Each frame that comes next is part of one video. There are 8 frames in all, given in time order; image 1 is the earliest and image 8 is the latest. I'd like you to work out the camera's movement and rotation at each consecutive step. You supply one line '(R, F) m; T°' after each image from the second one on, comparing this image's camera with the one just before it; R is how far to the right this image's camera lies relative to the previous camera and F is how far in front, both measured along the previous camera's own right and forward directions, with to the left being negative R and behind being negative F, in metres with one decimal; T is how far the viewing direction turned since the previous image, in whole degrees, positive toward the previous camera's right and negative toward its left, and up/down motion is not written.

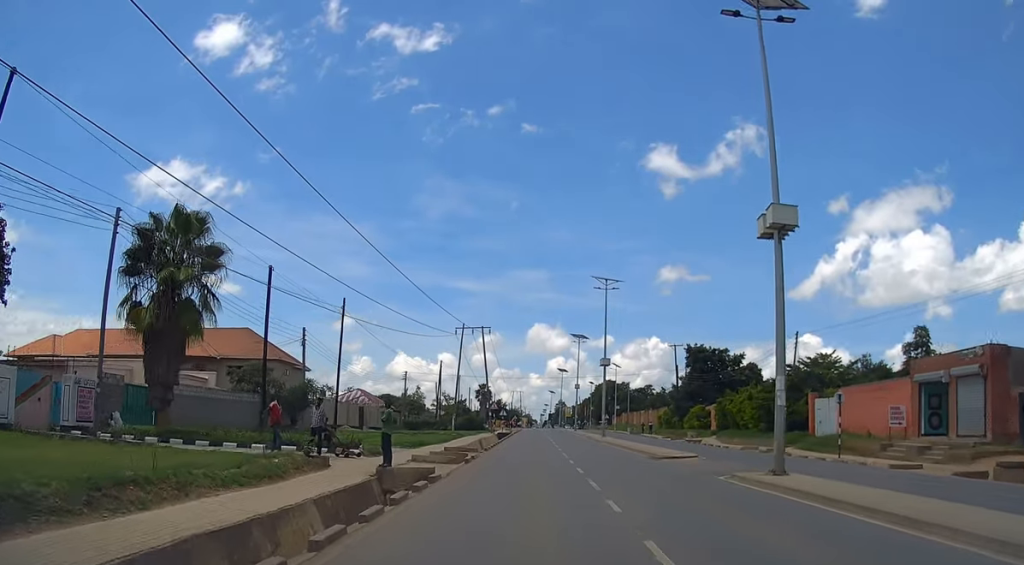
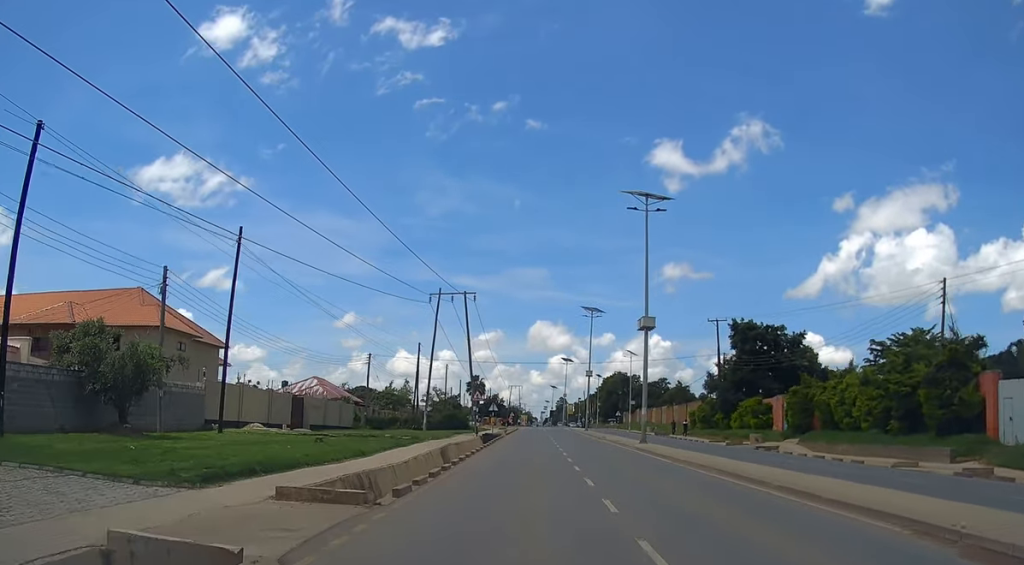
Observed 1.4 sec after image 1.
(-0.3, +20.3) m; 0°
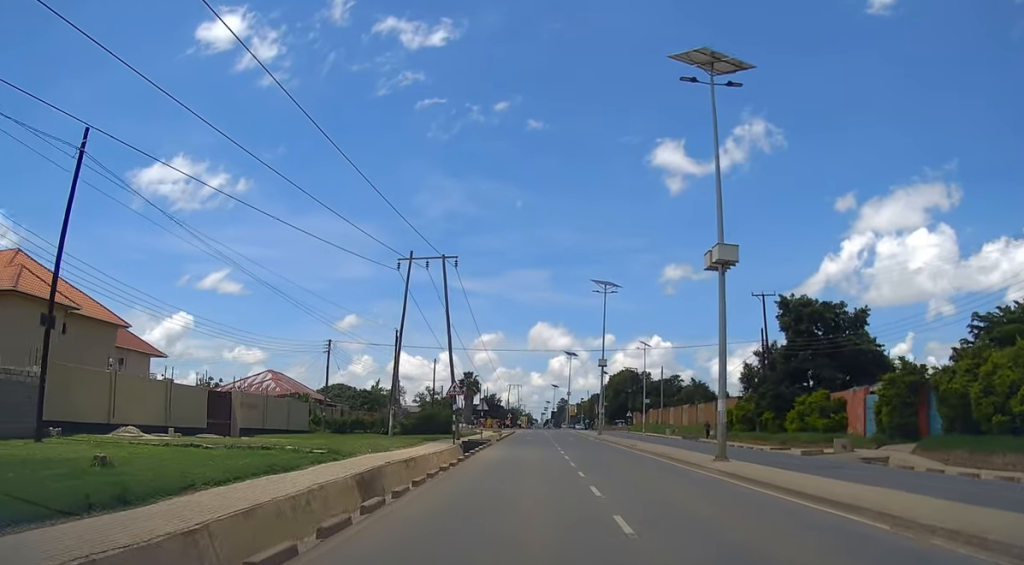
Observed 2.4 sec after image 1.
(+0.3, +14.1) m; 0°
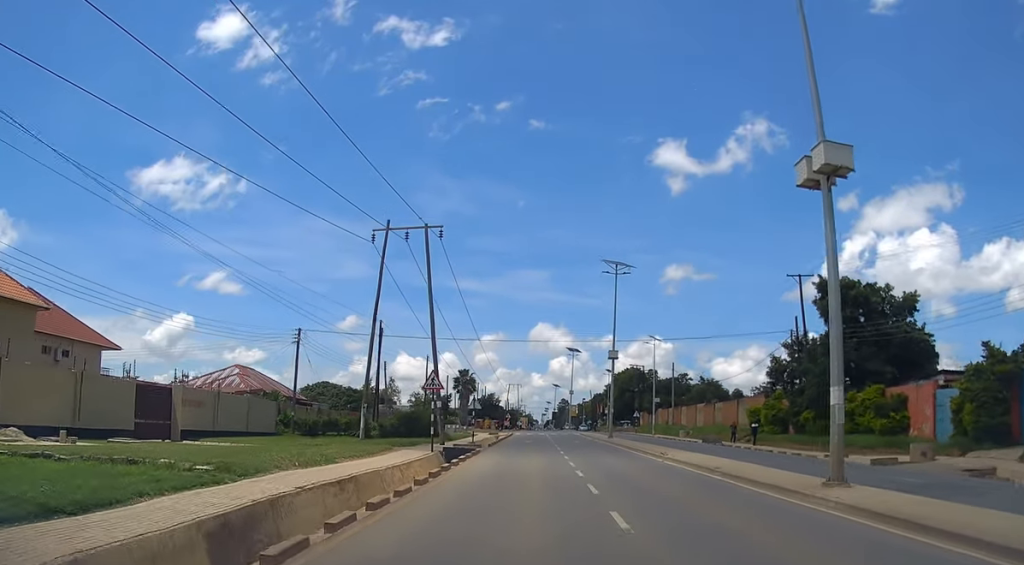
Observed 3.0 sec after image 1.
(-0.1, +7.7) m; 0°
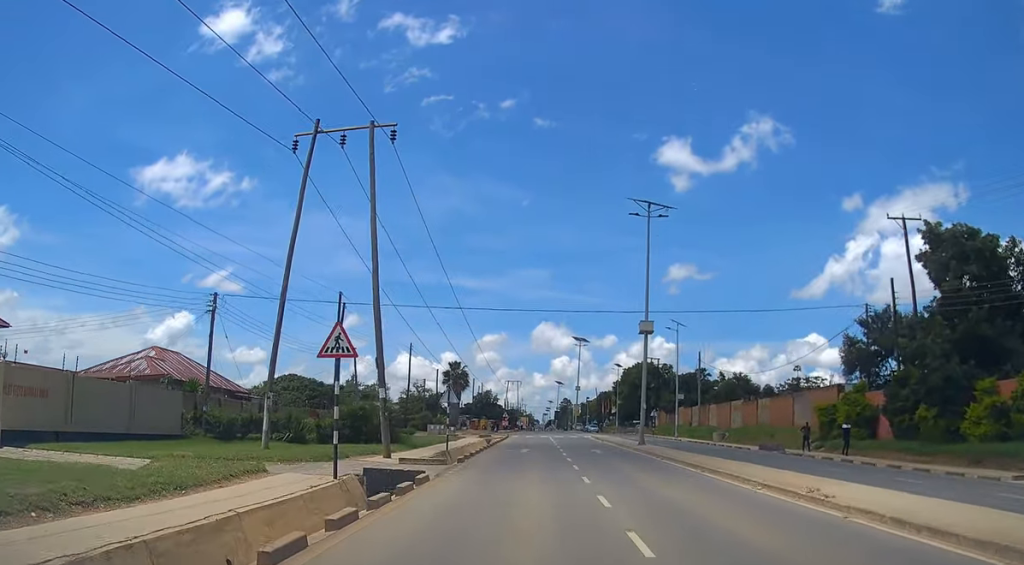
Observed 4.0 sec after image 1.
(-0.1, +14.1) m; 0°
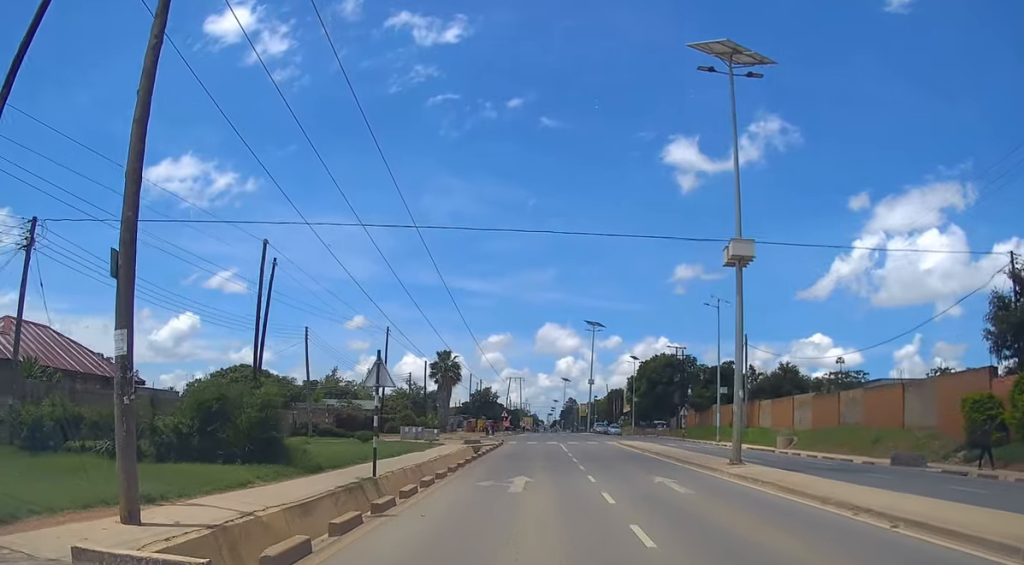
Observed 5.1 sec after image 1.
(0.0, +15.7) m; +1°
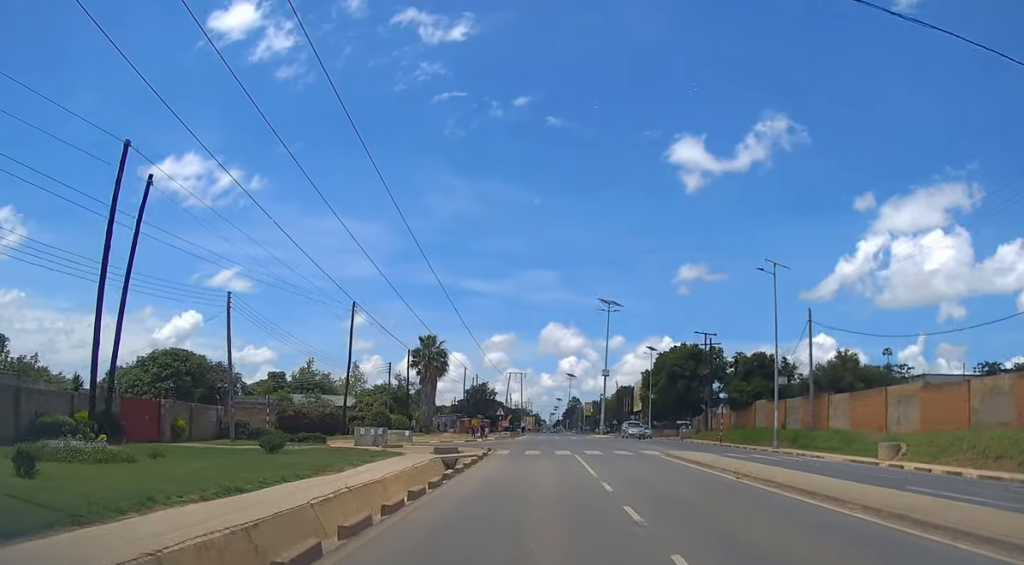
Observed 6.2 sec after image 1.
(+0.2, +14.3) m; 0°
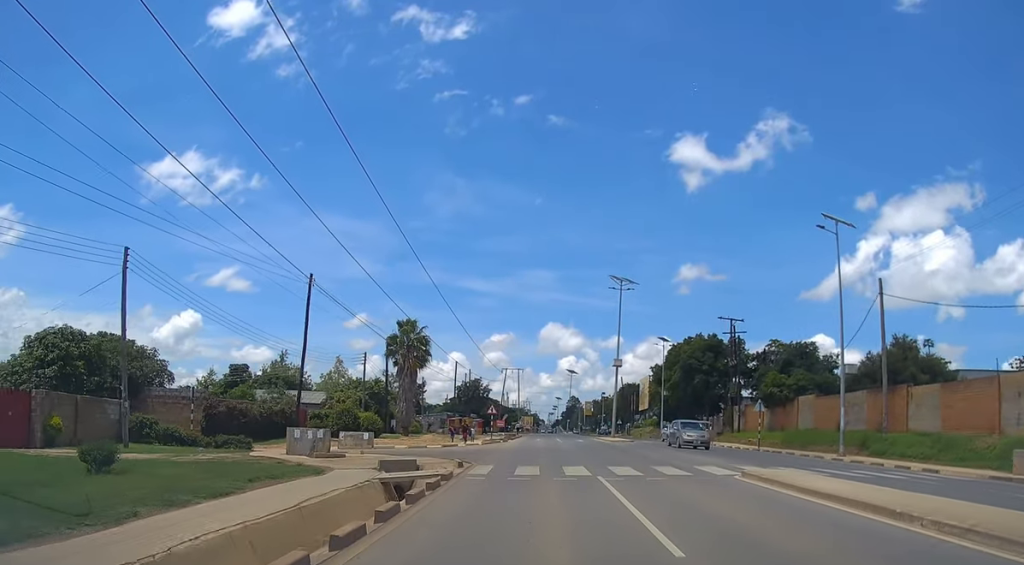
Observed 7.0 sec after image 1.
(-0.1, +10.6) m; -1°
